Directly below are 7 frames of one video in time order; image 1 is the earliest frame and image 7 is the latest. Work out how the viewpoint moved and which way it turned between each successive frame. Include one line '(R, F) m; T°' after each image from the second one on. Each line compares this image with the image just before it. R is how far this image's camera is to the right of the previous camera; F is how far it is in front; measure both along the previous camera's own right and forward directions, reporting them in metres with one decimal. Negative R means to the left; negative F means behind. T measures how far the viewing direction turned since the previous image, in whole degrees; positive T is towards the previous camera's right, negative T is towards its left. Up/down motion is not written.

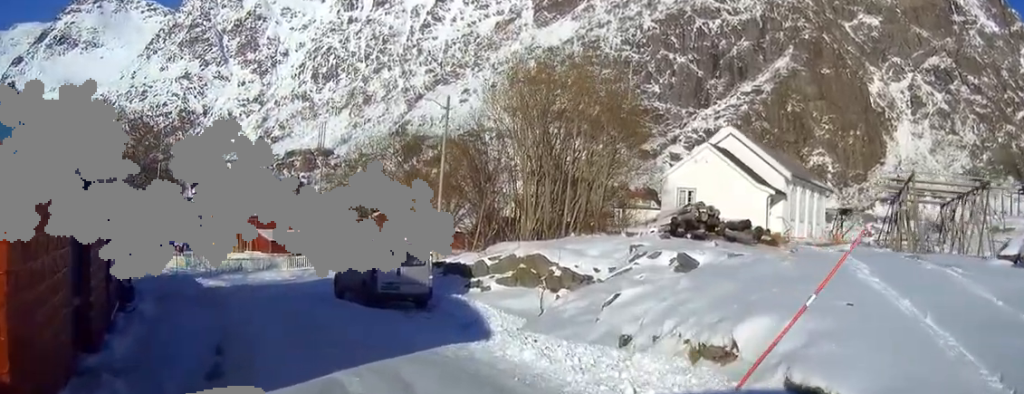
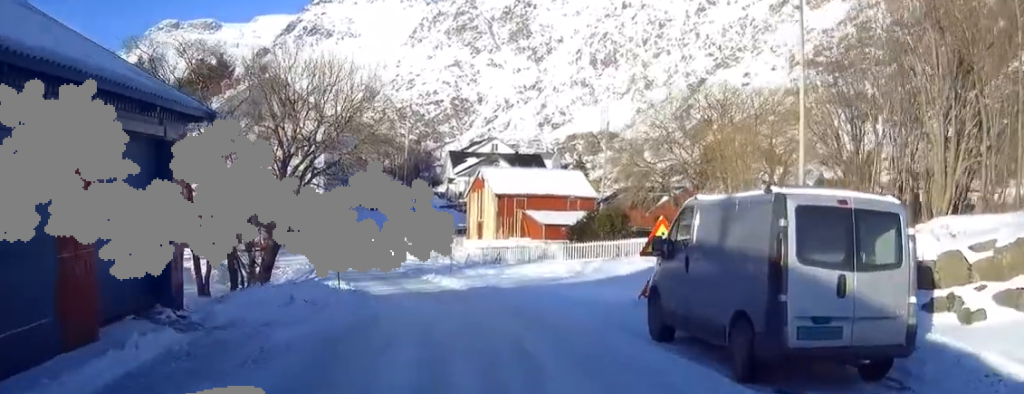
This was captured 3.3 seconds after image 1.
(-2.0, +13.9) m; -13°
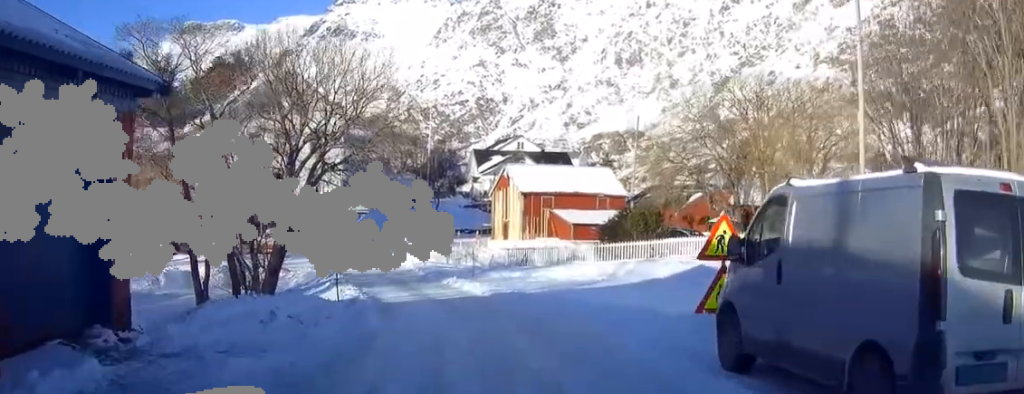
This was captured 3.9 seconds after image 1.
(+0.1, +2.5) m; -3°
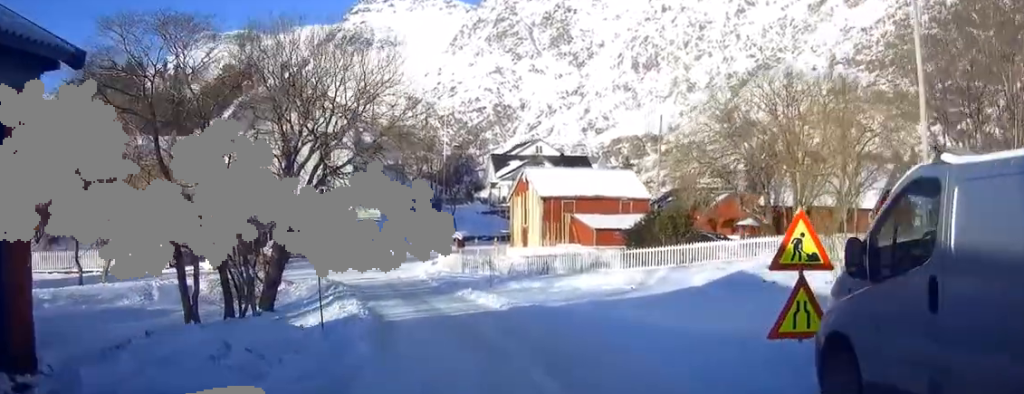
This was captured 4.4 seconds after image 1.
(-0.3, +2.6) m; -4°
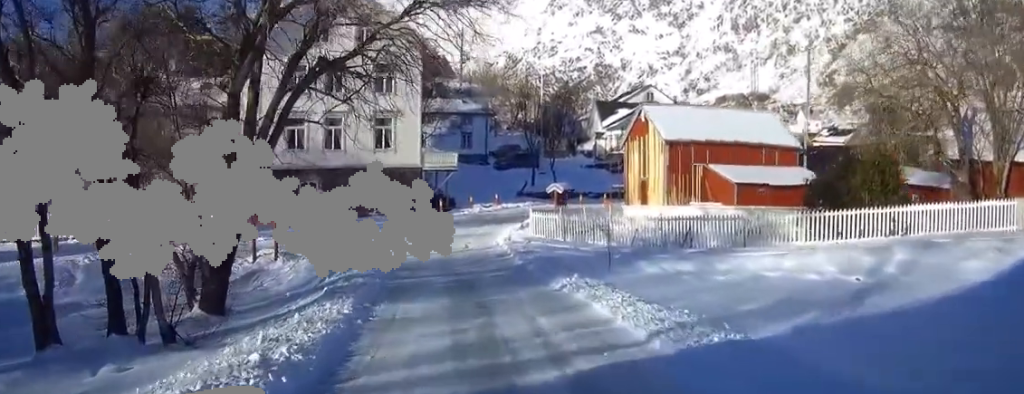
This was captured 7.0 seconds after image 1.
(-1.2, +12.6) m; -10°
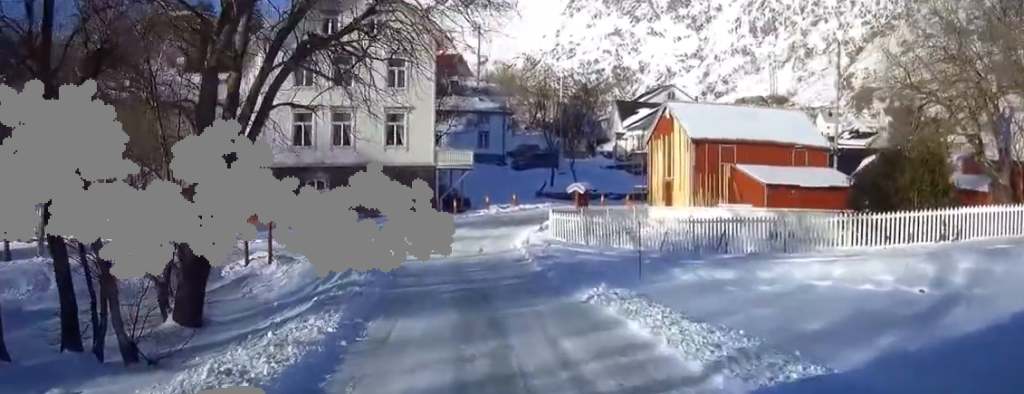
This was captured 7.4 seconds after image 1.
(-0.1, +2.1) m; -2°
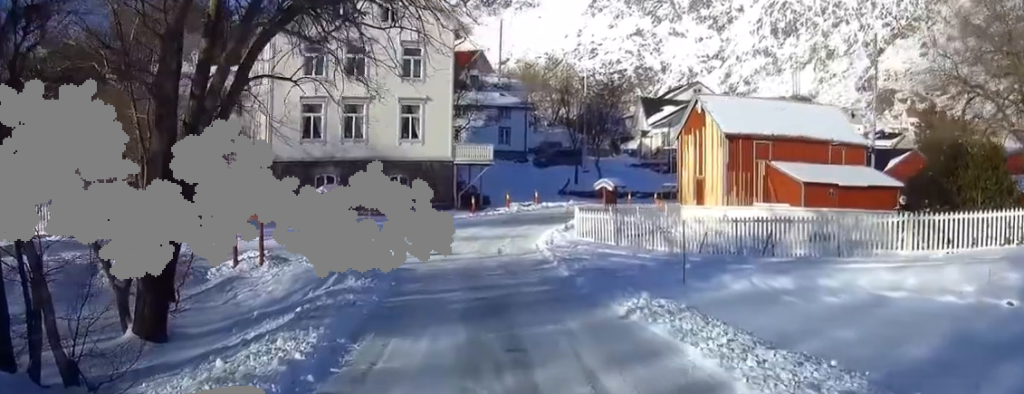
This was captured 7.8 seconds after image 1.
(0.0, +2.1) m; -2°
